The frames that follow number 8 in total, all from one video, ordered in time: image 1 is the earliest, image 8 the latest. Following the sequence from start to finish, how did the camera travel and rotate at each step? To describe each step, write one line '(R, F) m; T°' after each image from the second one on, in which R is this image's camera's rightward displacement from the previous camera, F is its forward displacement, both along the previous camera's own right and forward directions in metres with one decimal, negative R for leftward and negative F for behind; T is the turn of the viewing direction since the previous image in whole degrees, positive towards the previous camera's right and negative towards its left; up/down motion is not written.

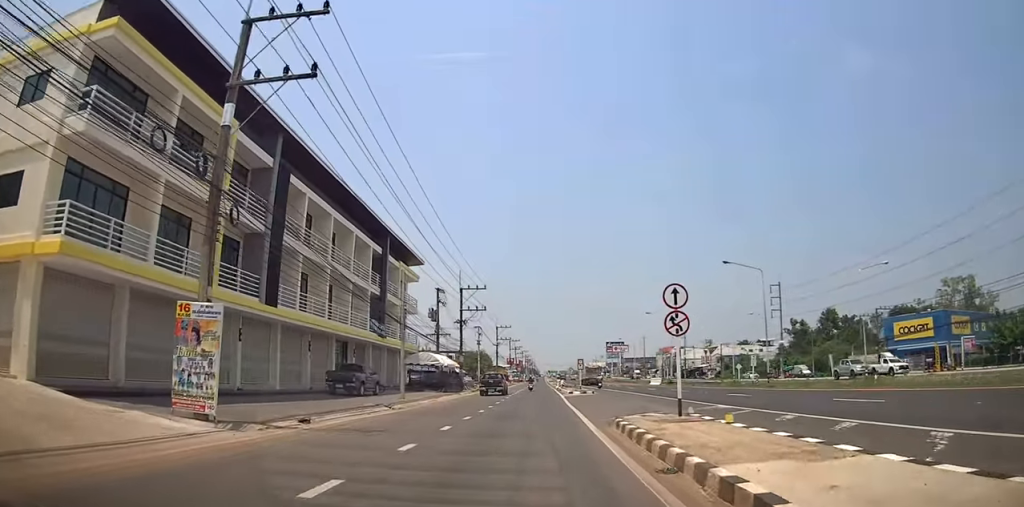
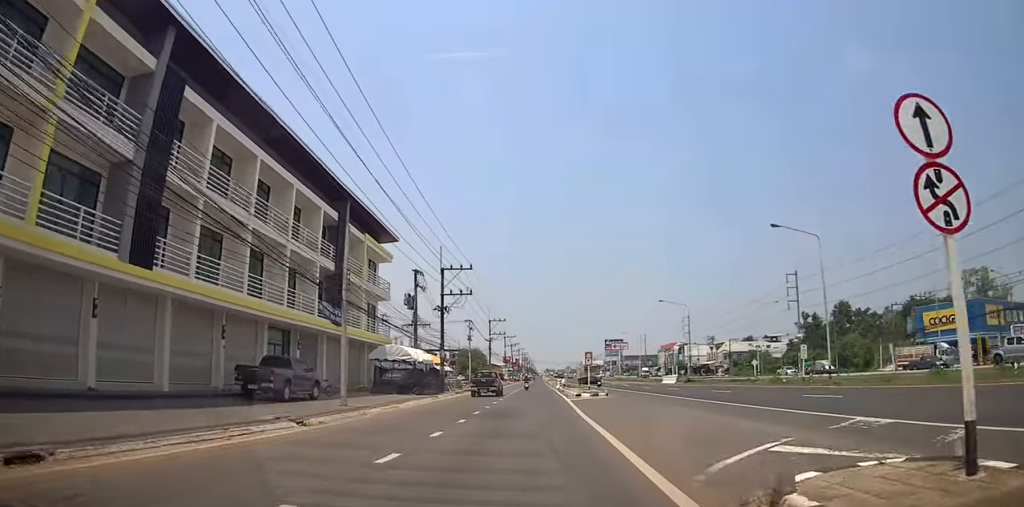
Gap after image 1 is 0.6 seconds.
(-0.2, +9.4) m; 0°
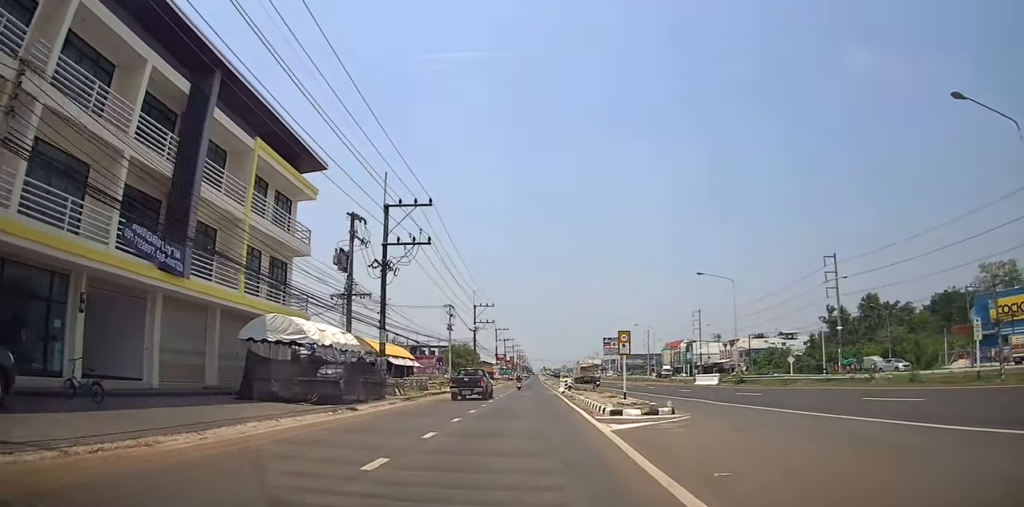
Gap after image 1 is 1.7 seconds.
(-0.1, +16.4) m; +1°
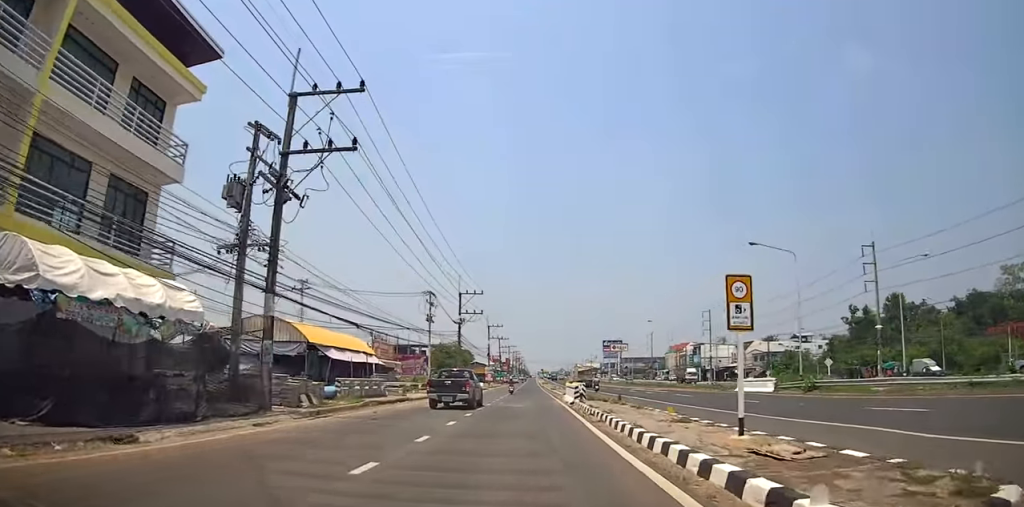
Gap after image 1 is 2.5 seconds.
(+0.3, +12.1) m; 0°
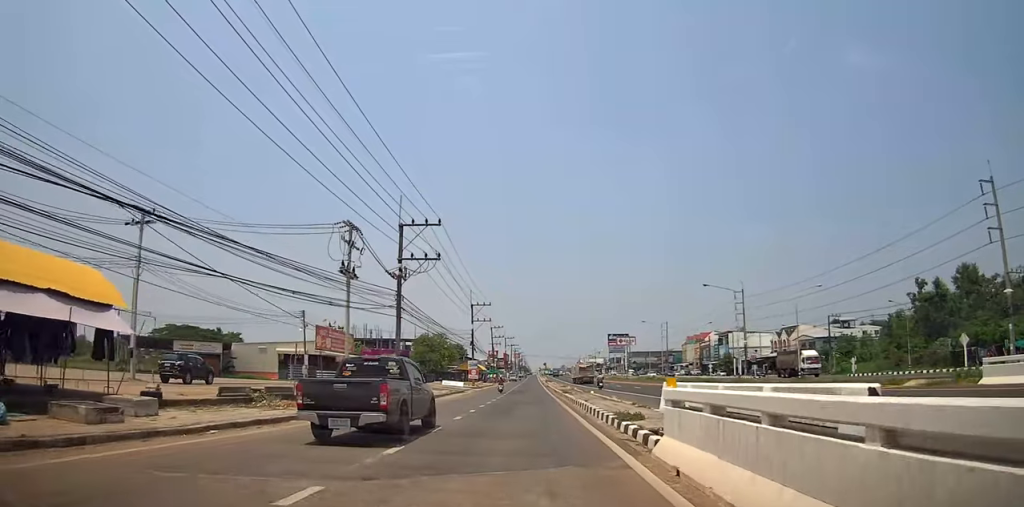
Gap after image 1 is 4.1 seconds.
(-1.2, +25.9) m; -2°
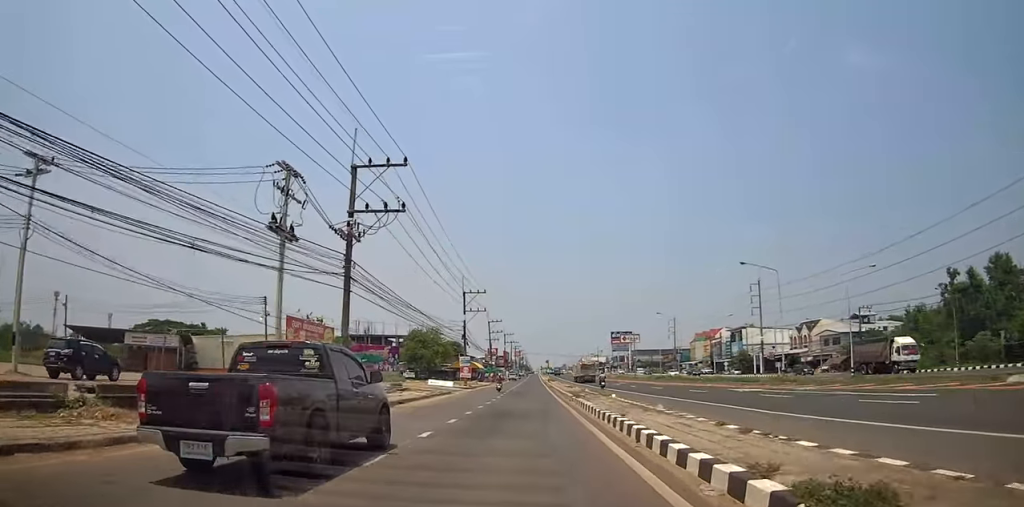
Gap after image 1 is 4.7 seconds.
(+0.4, +9.5) m; 0°
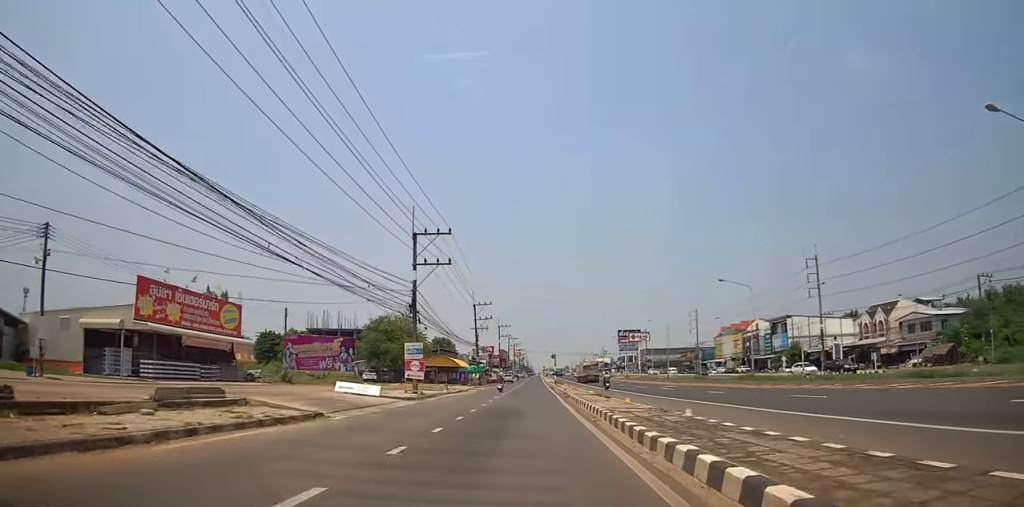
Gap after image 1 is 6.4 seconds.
(-0.3, +26.8) m; 0°
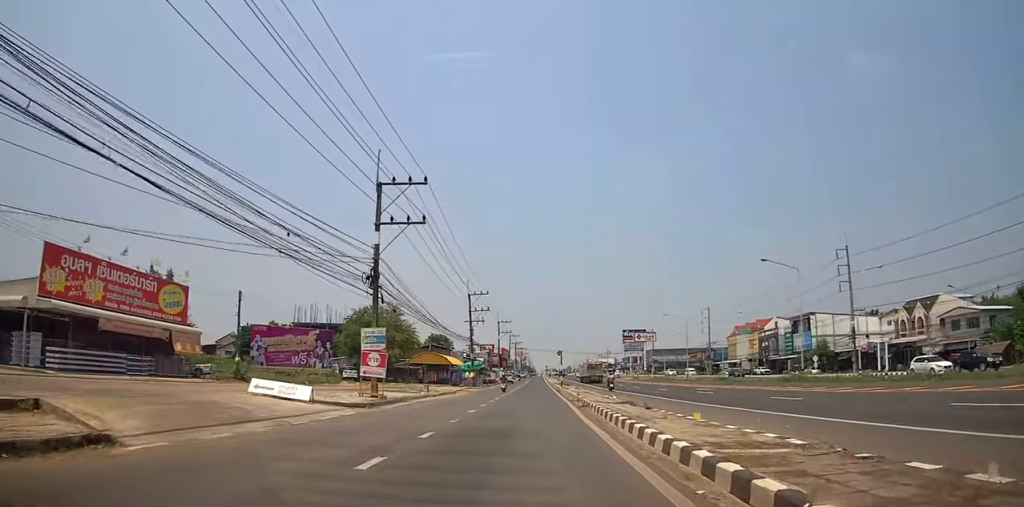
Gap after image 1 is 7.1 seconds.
(+0.3, +9.8) m; +2°
